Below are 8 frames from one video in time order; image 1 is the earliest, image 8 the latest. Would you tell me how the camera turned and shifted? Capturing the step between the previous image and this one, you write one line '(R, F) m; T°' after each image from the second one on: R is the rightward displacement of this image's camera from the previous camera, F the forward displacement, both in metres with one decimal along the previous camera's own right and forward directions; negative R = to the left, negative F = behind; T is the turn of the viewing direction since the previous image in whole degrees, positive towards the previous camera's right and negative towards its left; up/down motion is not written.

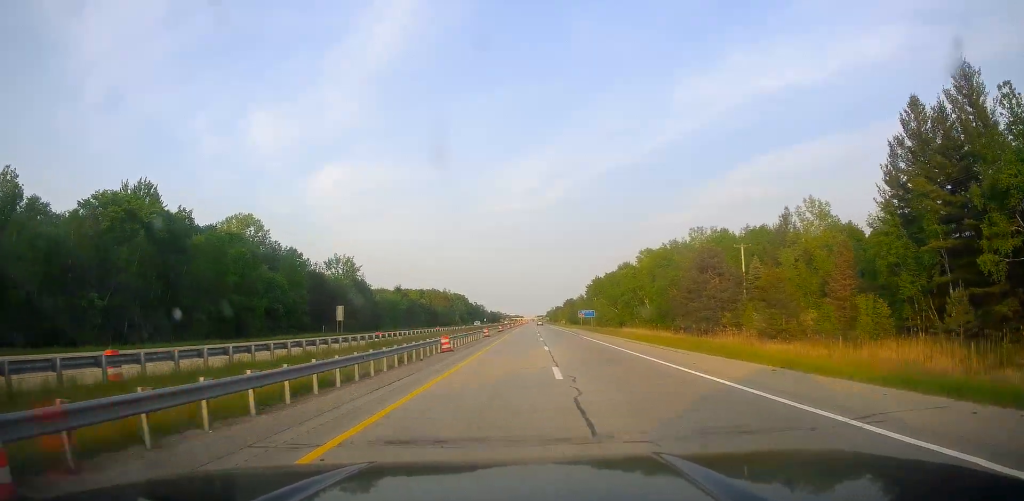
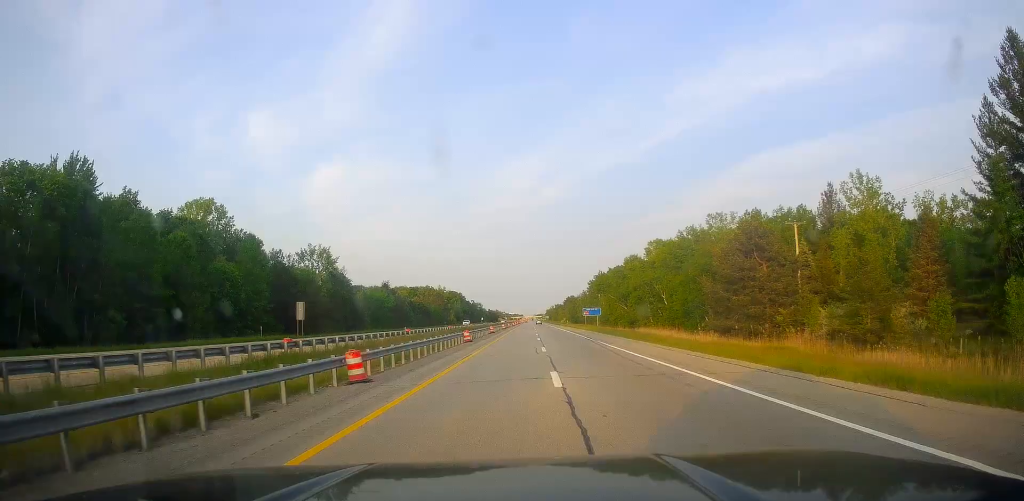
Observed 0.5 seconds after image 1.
(+0.4, +17.0) m; 0°
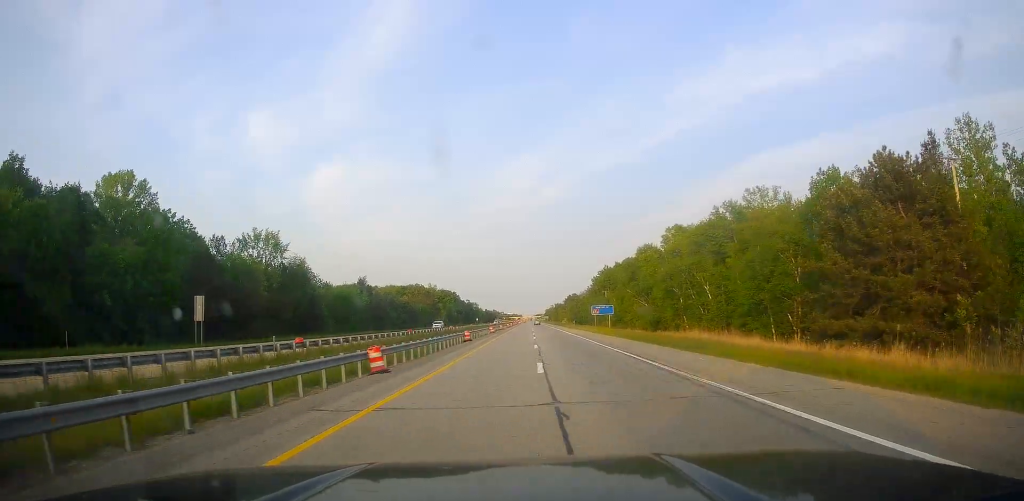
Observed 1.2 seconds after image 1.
(0.0, +26.7) m; 0°
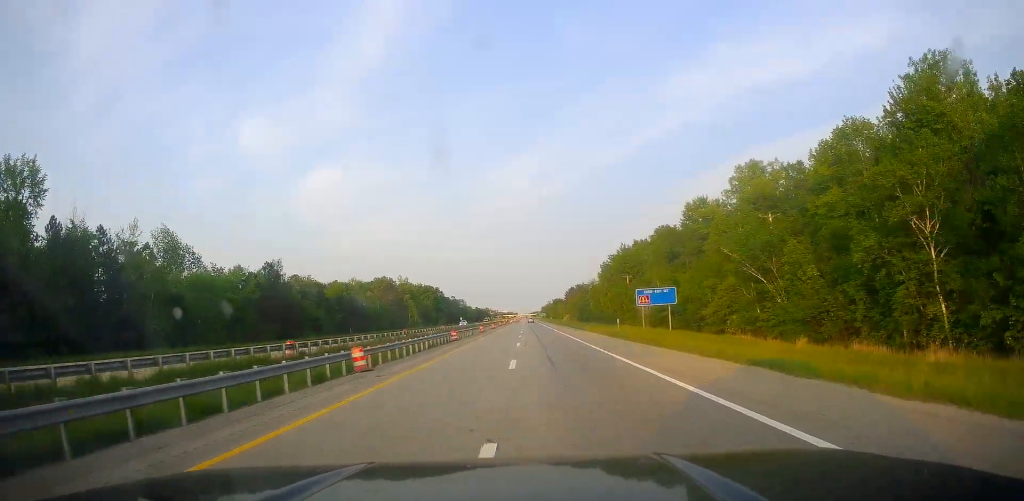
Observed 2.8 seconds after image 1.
(-1.2, +59.5) m; 0°
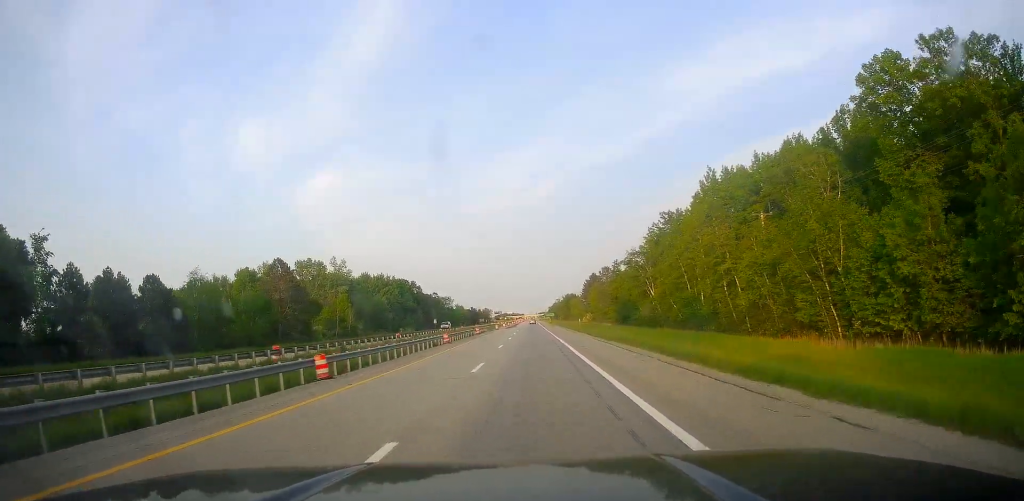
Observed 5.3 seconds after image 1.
(+1.0, +90.6) m; 0°
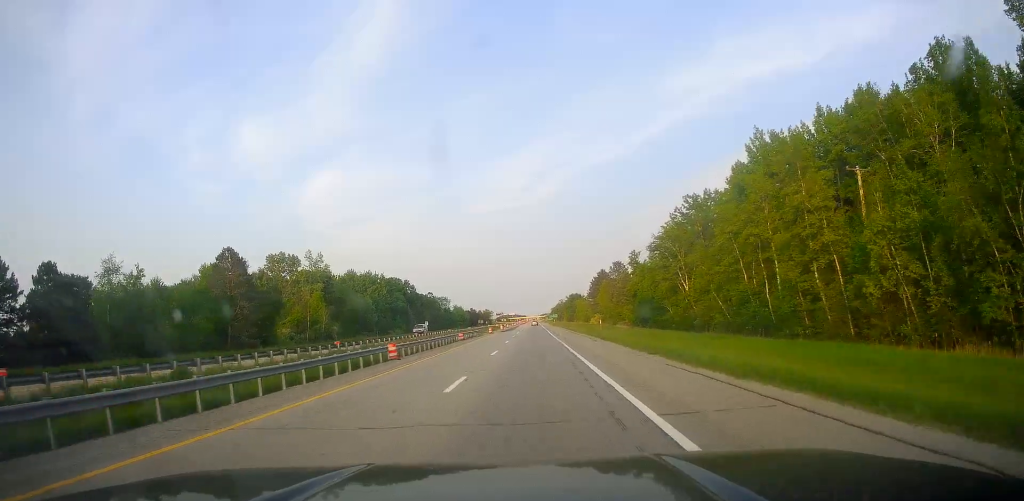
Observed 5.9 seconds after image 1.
(0.0, +20.6) m; 0°
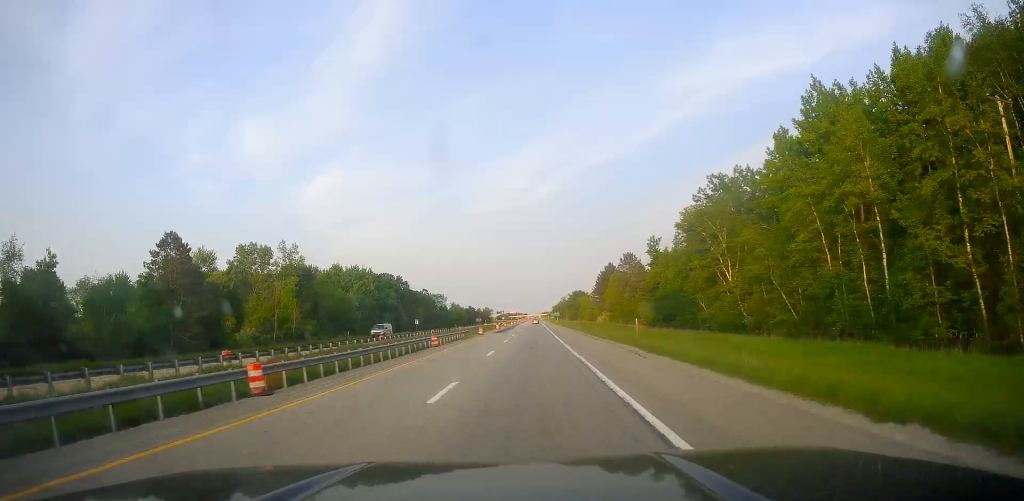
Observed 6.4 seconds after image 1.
(0.0, +16.9) m; 0°
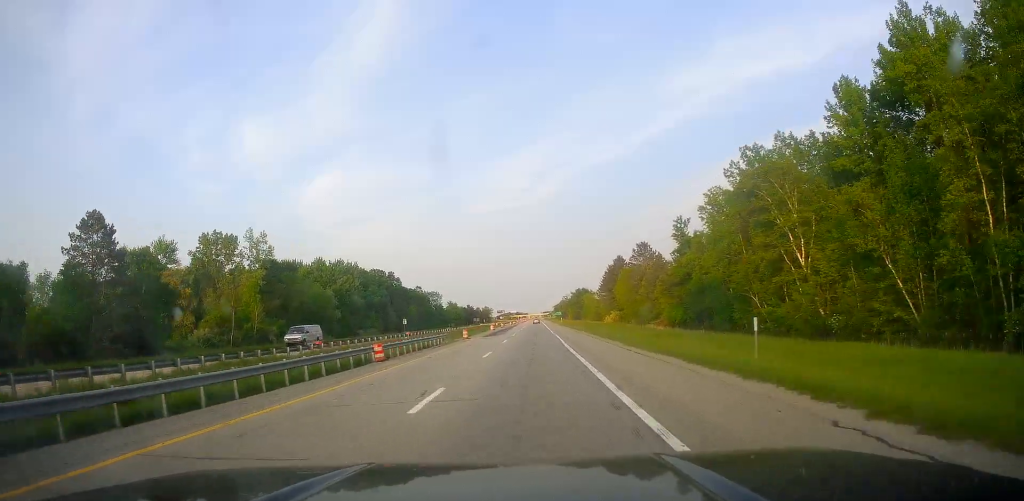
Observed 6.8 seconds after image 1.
(0.0, +16.9) m; 0°
